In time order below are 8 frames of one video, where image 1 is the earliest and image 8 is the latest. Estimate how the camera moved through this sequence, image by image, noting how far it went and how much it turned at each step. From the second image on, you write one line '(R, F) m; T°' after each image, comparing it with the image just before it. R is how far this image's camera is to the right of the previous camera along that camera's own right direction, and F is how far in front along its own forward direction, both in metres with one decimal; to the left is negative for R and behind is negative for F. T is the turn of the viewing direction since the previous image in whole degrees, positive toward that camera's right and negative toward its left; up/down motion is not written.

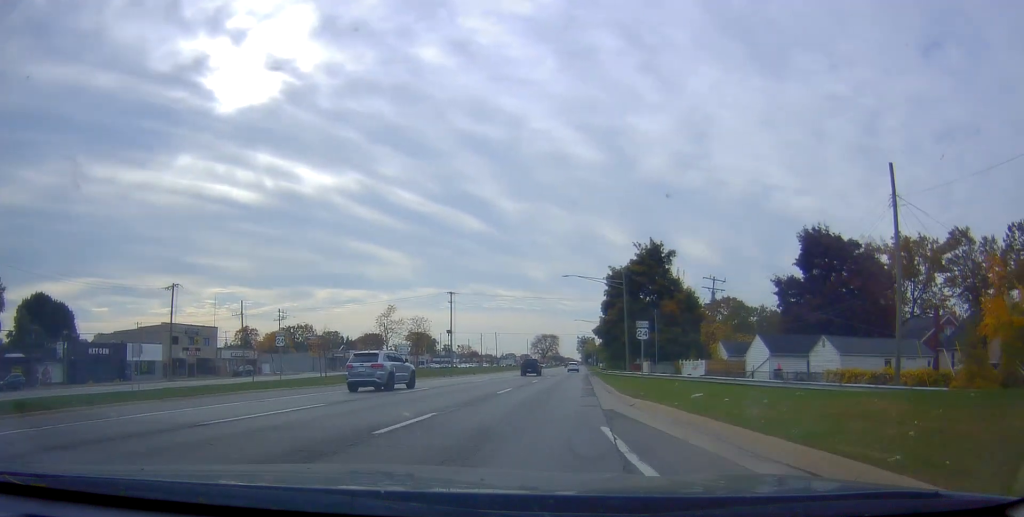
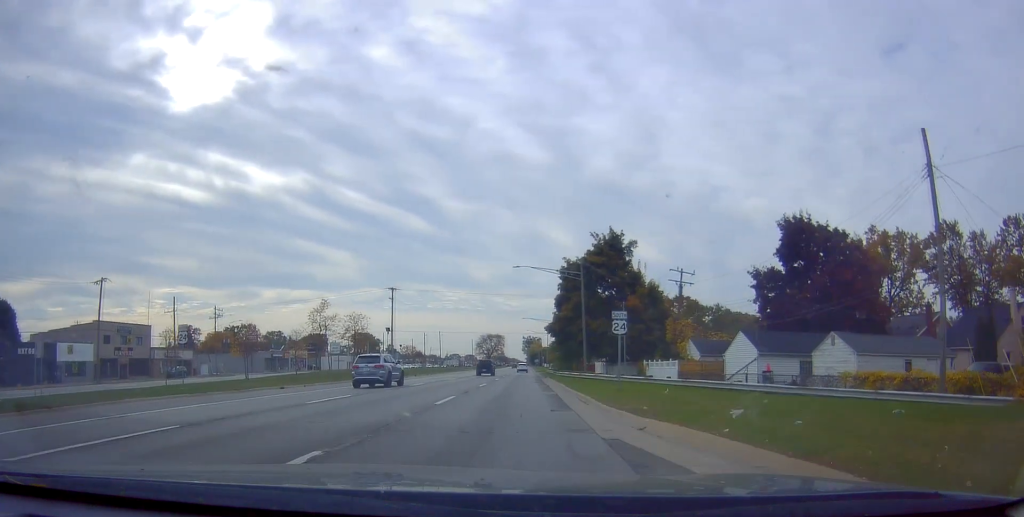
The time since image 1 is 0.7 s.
(+0.2, +5.4) m; +4°
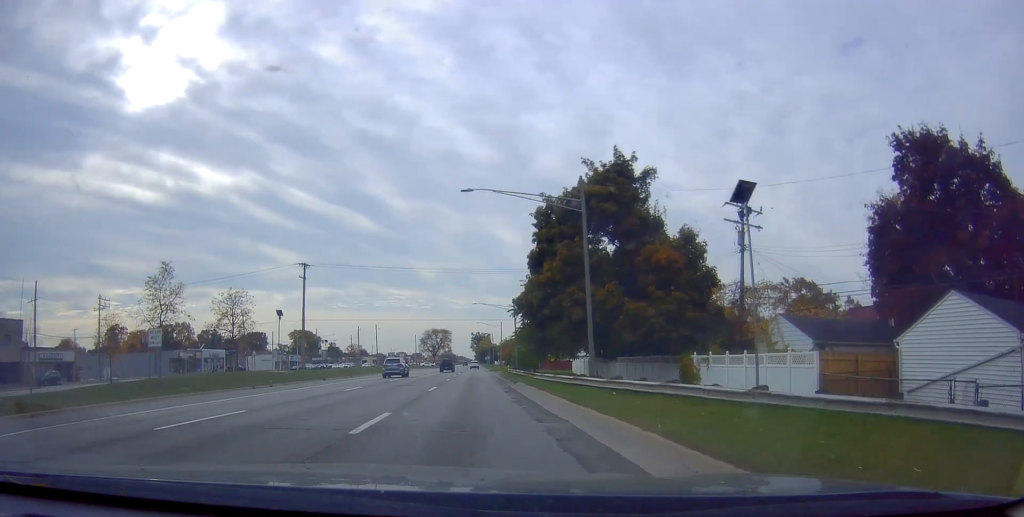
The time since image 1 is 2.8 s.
(+2.2, +23.6) m; +7°
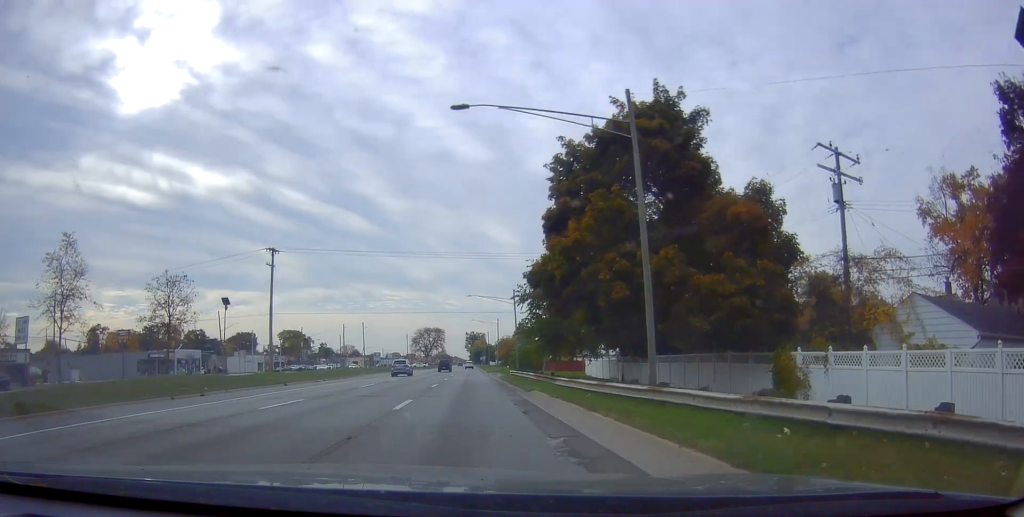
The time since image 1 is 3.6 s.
(0.0, +11.1) m; -1°
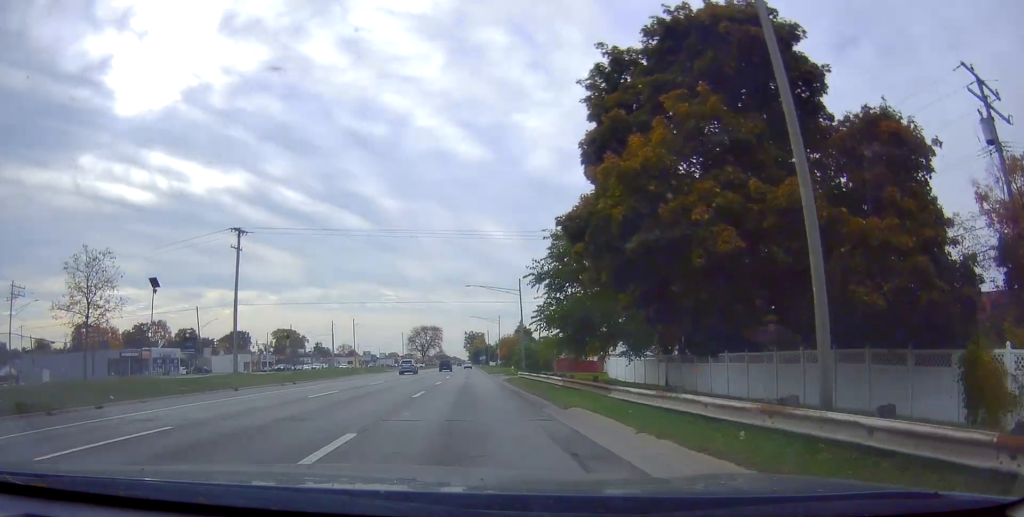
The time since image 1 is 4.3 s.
(0.0, +9.4) m; -1°
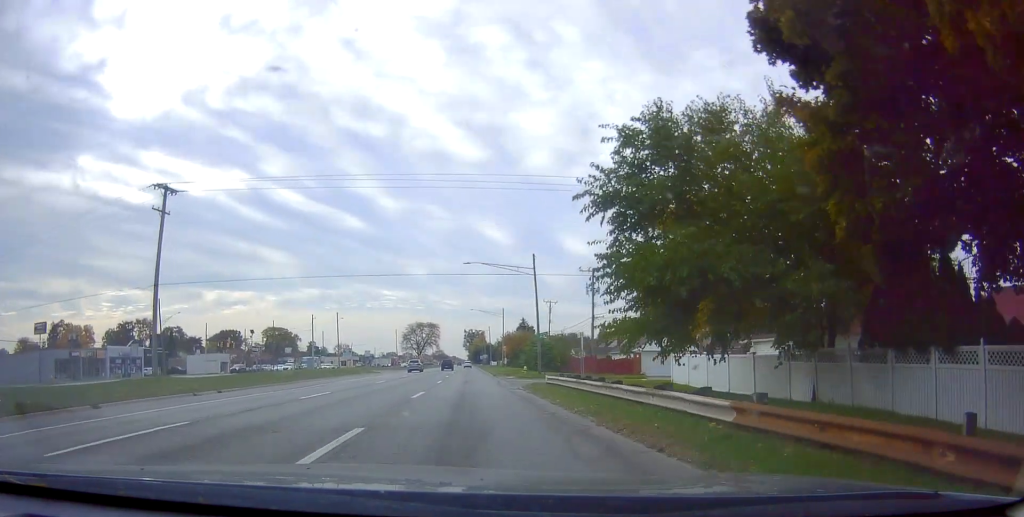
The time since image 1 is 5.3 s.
(-0.2, +14.0) m; 0°
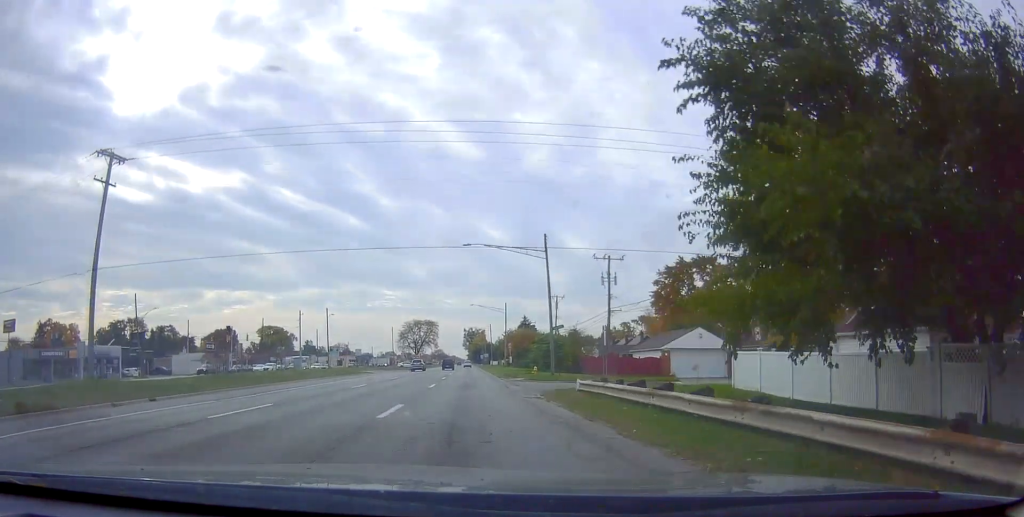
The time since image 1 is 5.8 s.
(+0.1, +8.0) m; 0°
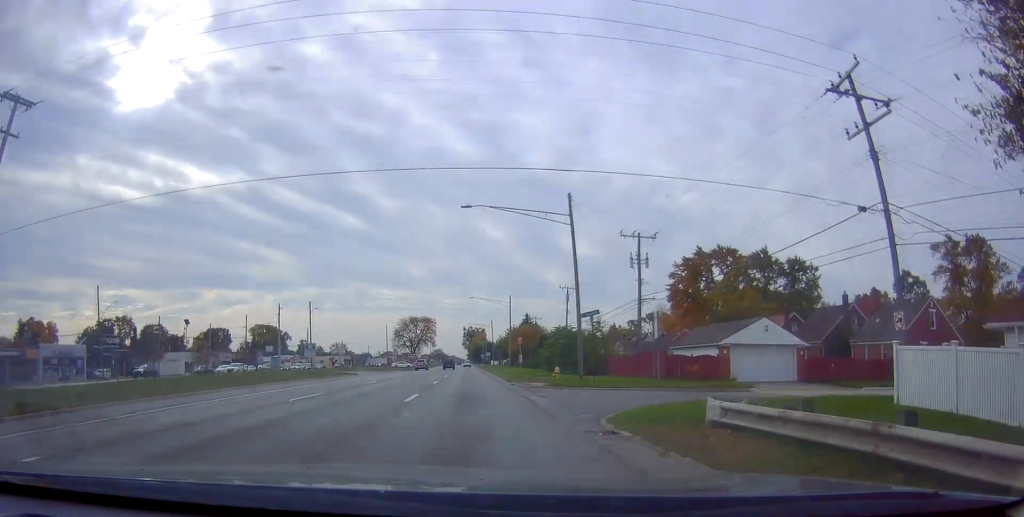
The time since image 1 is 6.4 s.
(+0.1, +11.0) m; -1°
